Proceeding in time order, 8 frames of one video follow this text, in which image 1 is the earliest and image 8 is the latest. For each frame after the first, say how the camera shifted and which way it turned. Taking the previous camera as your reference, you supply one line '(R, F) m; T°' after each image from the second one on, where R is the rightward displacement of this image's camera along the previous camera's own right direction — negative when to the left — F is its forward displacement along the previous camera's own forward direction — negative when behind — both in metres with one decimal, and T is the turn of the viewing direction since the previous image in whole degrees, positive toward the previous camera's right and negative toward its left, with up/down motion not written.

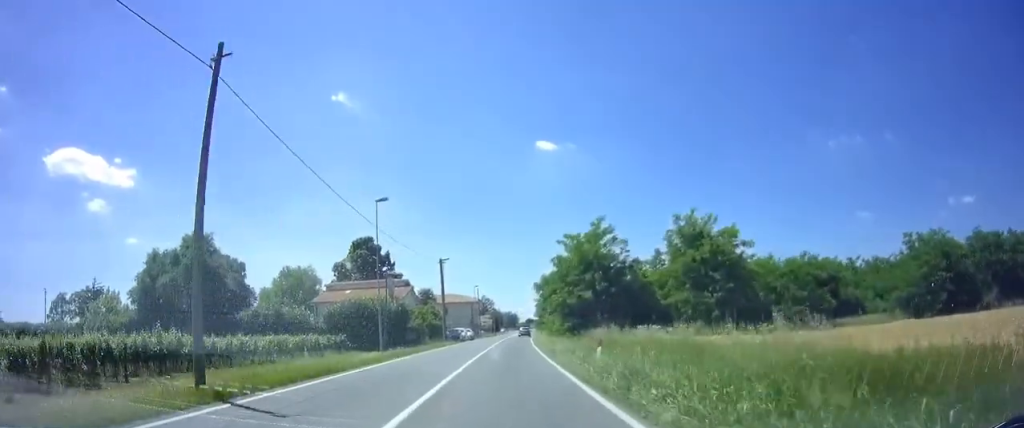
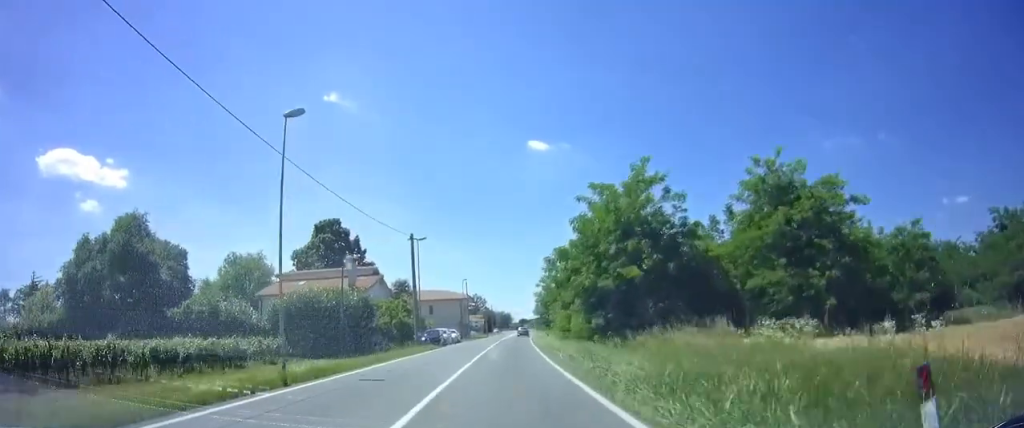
(0.0, +12.3) m; 0°
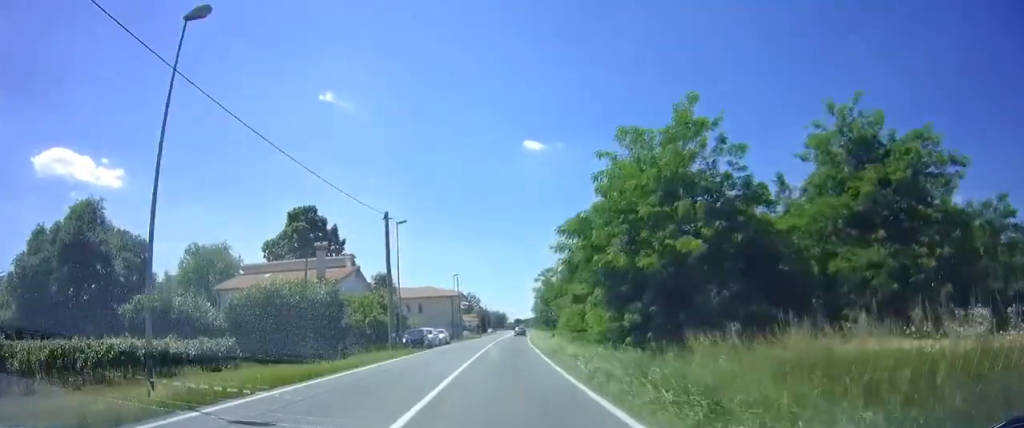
(0.0, +7.6) m; +1°
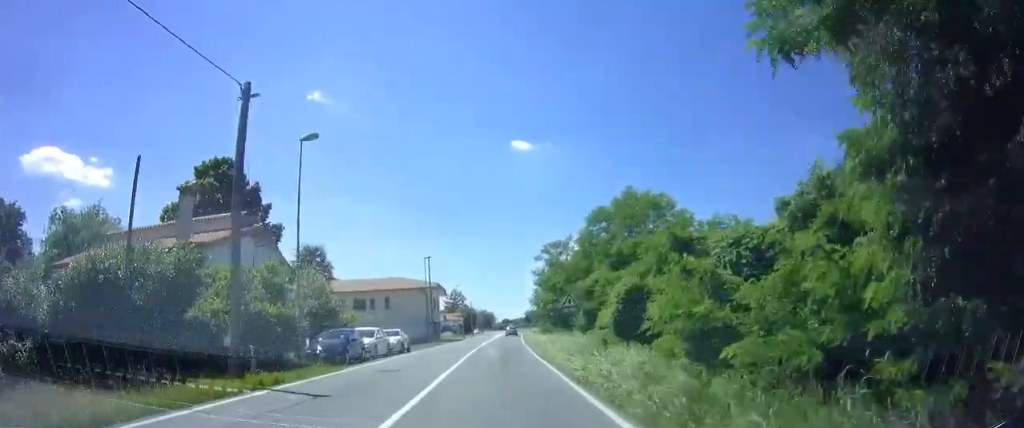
(+0.1, +15.2) m; +1°
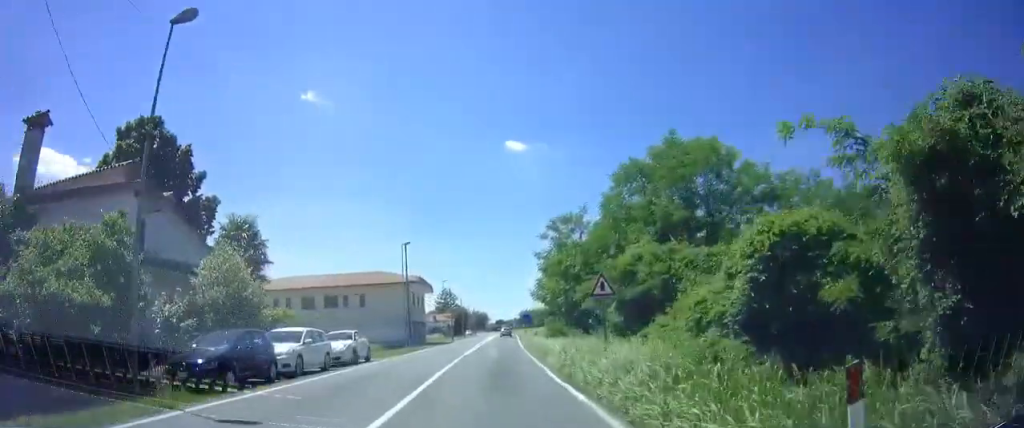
(+0.1, +9.4) m; +1°
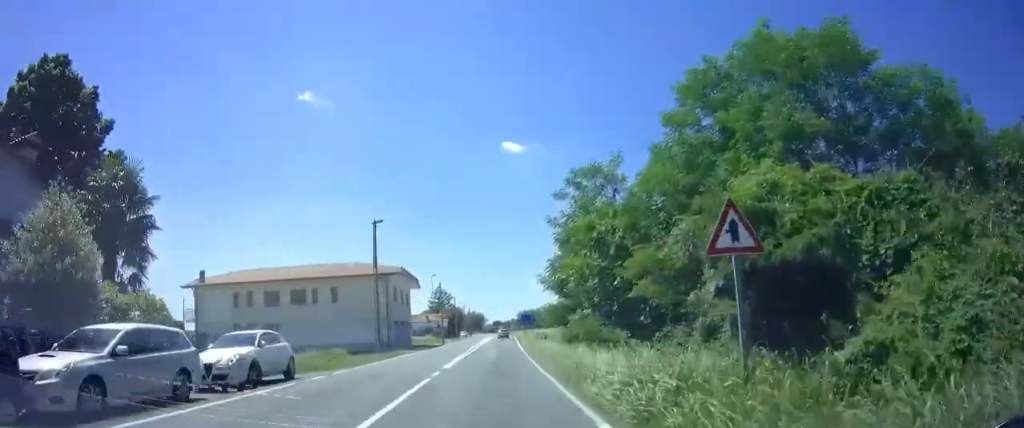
(0.0, +8.2) m; 0°
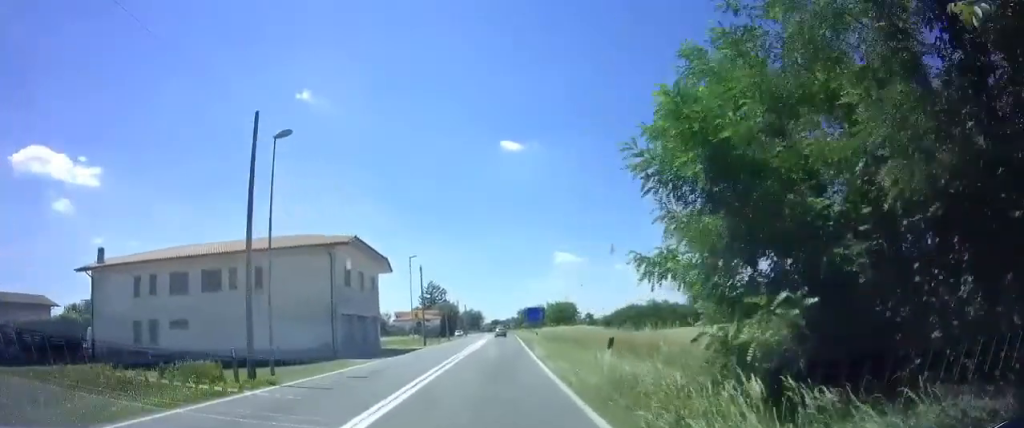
(0.0, +15.2) m; 0°
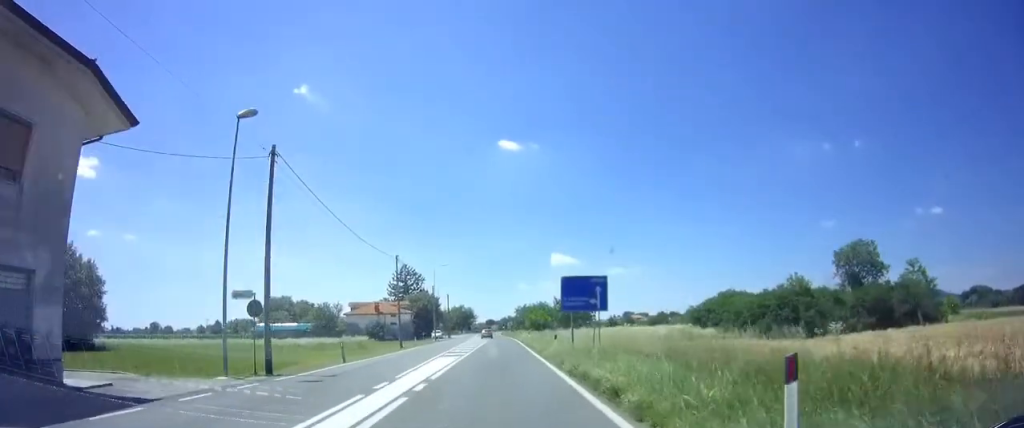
(0.0, +33.9) m; 0°
